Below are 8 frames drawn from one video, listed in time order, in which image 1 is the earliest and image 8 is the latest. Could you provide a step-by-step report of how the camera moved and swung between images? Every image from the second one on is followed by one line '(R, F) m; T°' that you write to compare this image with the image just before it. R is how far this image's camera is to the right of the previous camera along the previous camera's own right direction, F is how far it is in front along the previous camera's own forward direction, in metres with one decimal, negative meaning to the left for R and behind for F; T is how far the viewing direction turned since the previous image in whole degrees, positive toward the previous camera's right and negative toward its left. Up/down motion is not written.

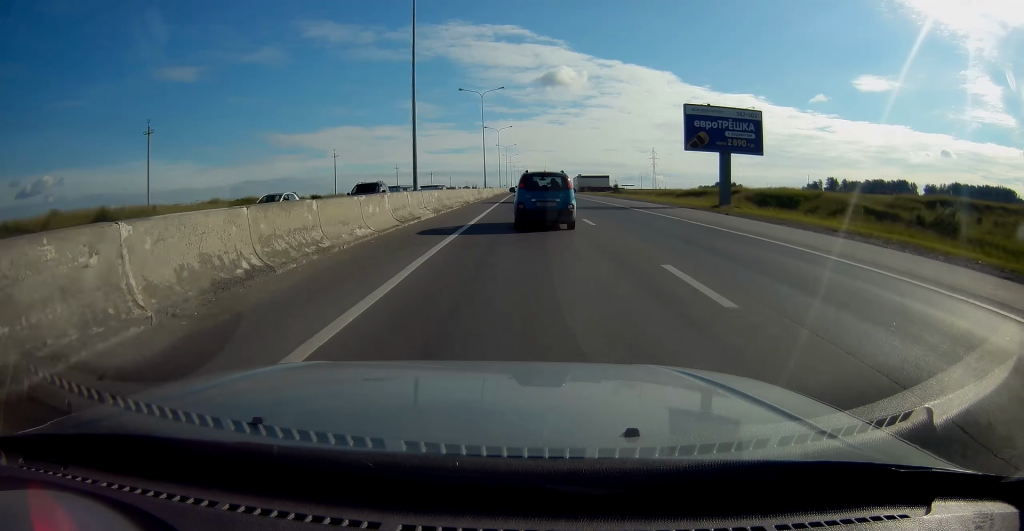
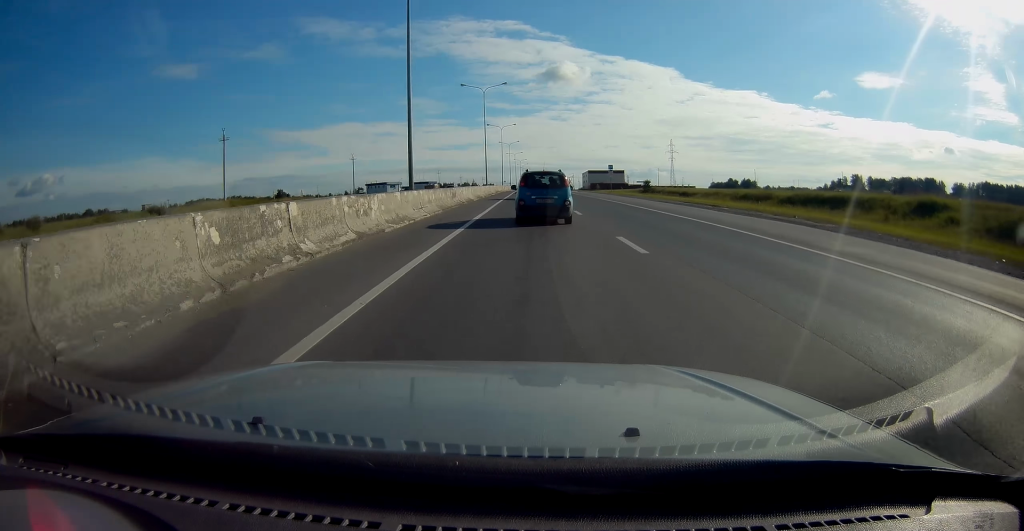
(+0.5, +43.2) m; +1°
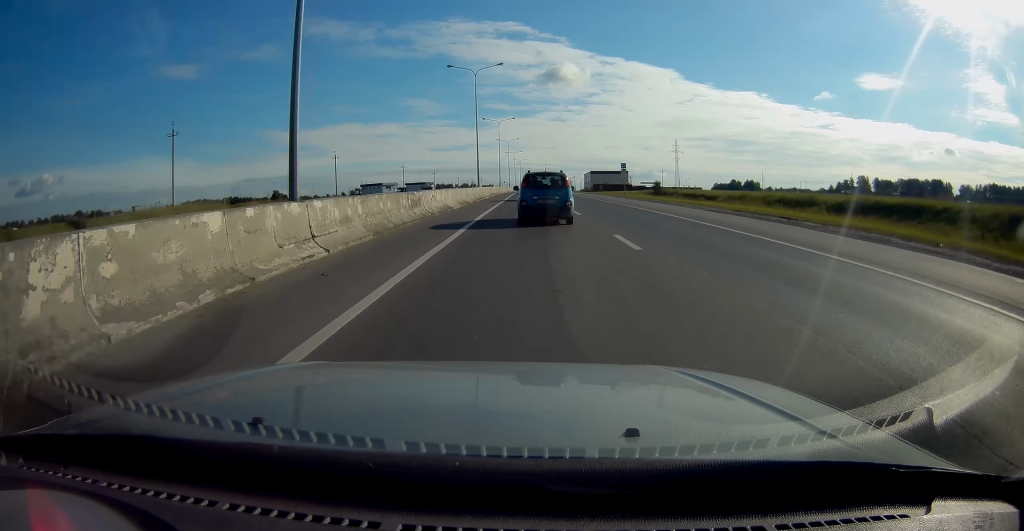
(0.0, +11.2) m; 0°
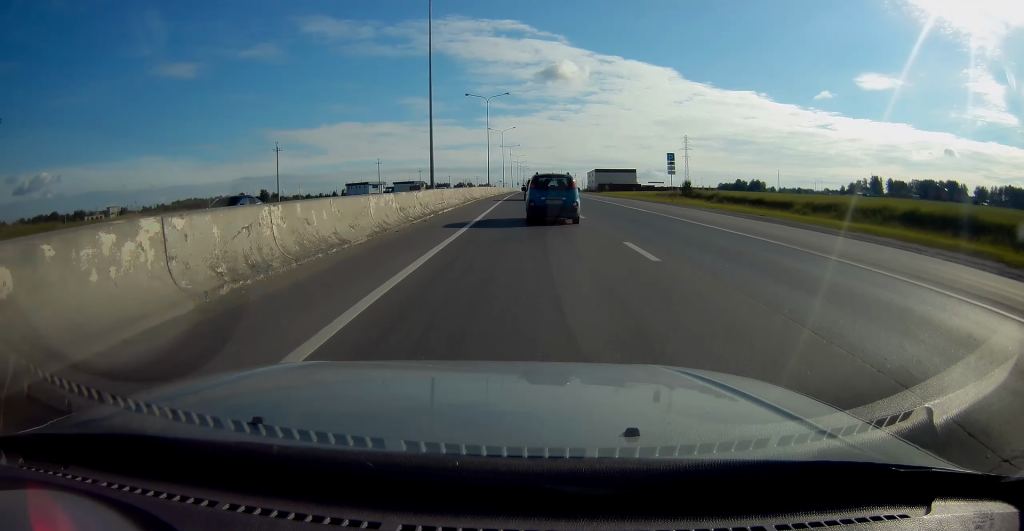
(-0.3, +25.3) m; -1°
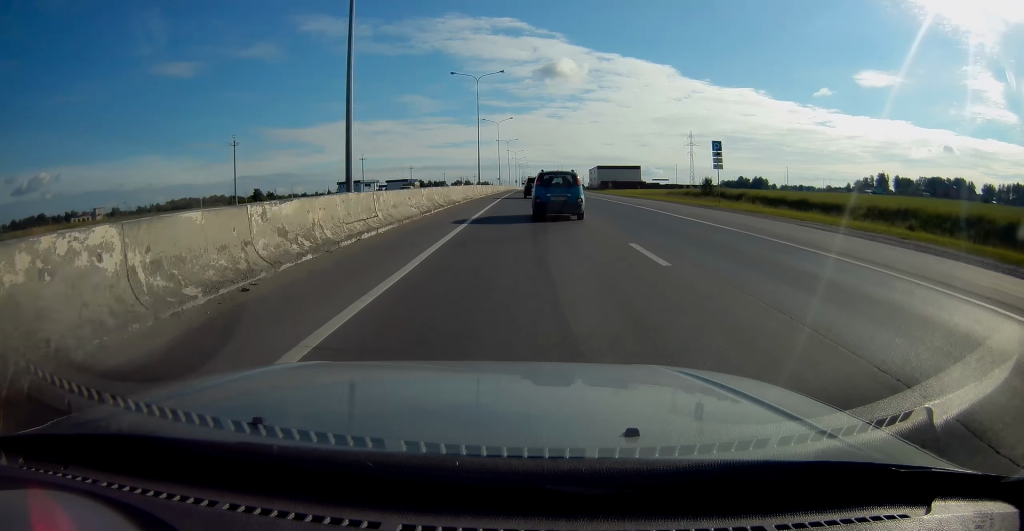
(+0.1, +12.6) m; +1°
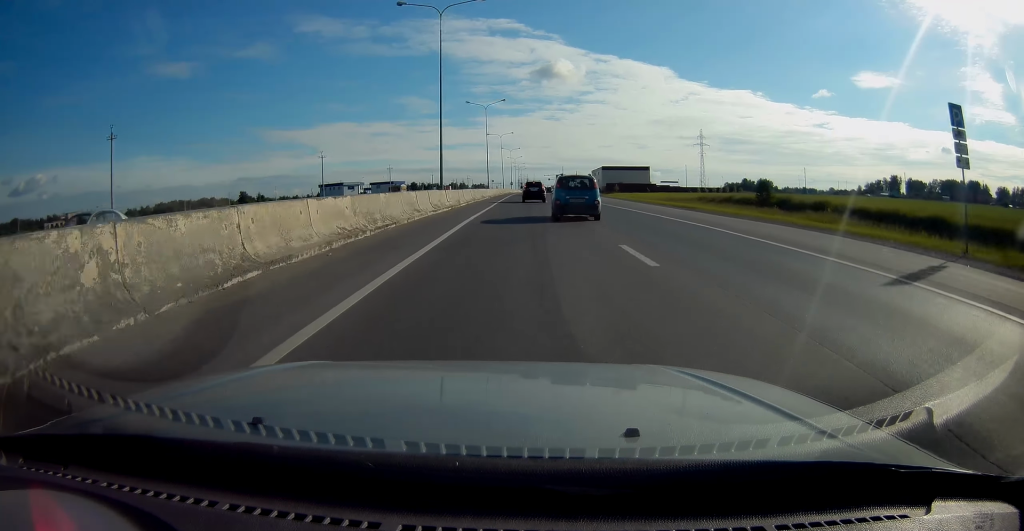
(+0.3, +23.7) m; 0°
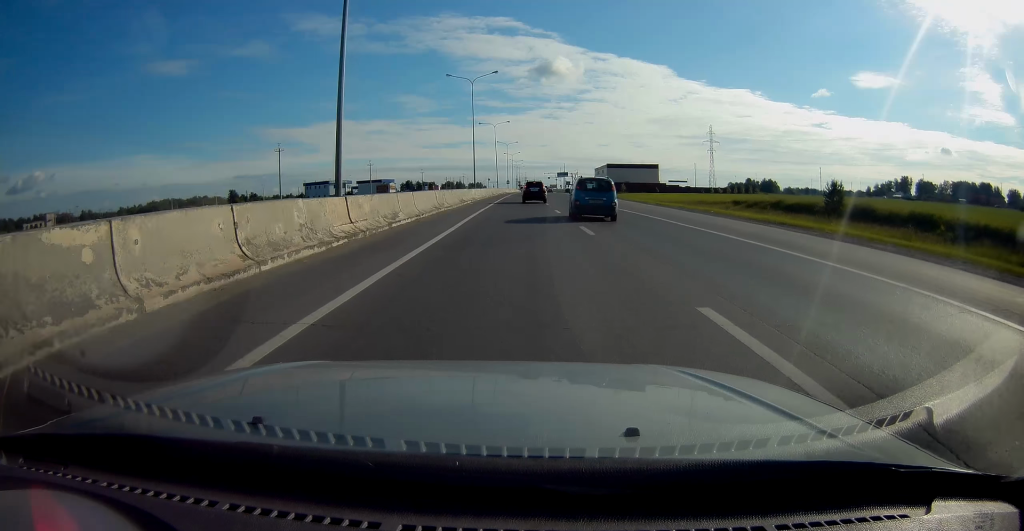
(0.0, +17.6) m; 0°
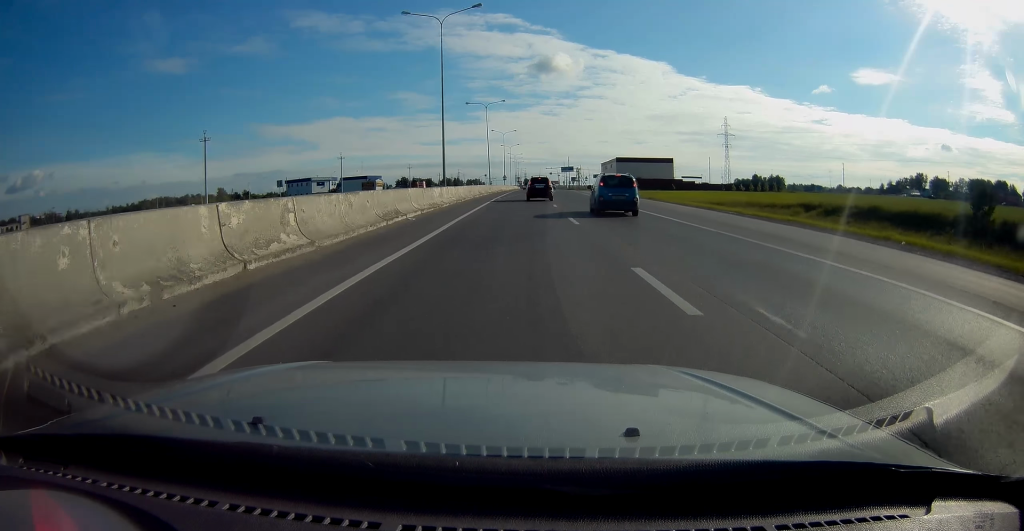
(-0.2, +21.2) m; 0°
